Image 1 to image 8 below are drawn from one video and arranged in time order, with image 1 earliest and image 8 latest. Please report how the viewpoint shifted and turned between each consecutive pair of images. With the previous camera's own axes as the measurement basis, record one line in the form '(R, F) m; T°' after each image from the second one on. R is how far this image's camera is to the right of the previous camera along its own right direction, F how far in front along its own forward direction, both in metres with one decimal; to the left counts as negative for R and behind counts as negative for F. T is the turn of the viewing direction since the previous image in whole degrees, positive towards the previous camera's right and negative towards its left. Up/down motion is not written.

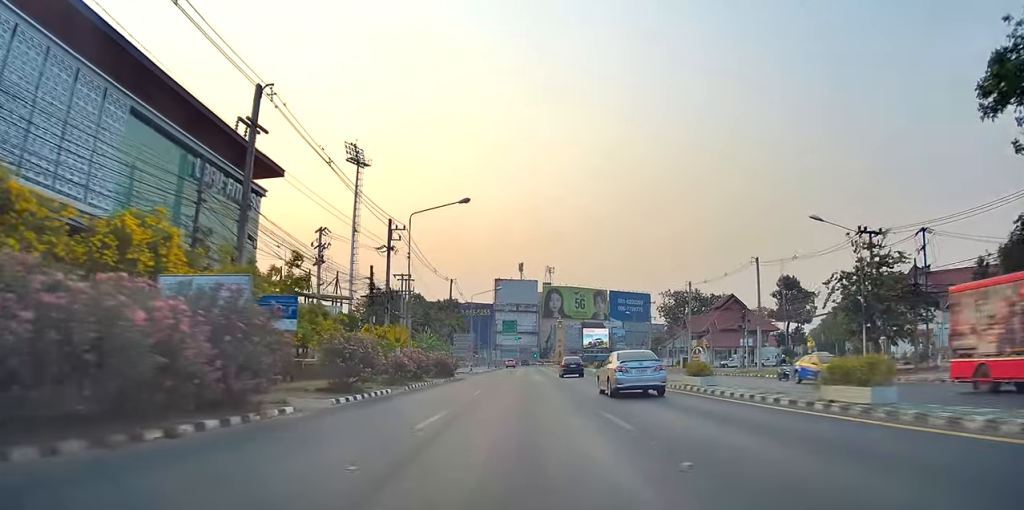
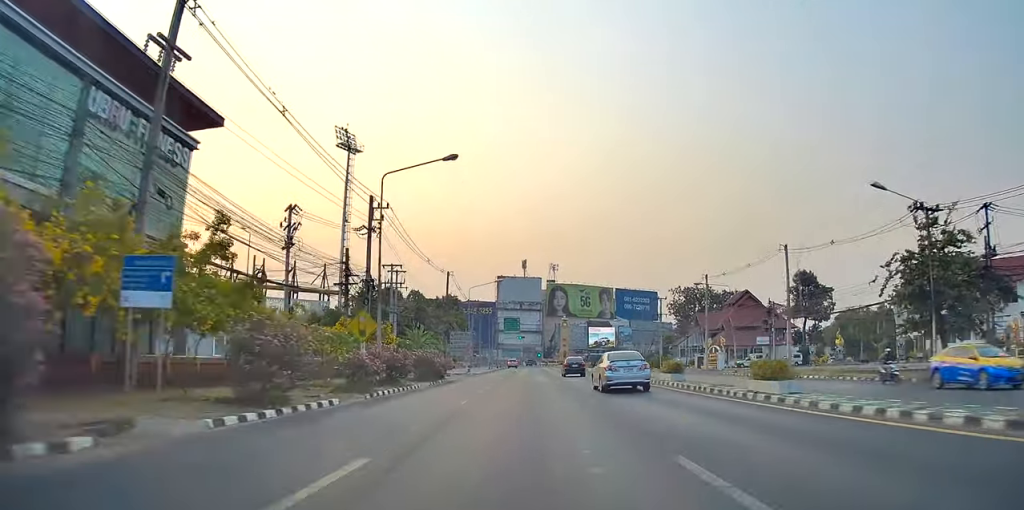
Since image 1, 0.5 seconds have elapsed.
(0.0, +7.3) m; 0°
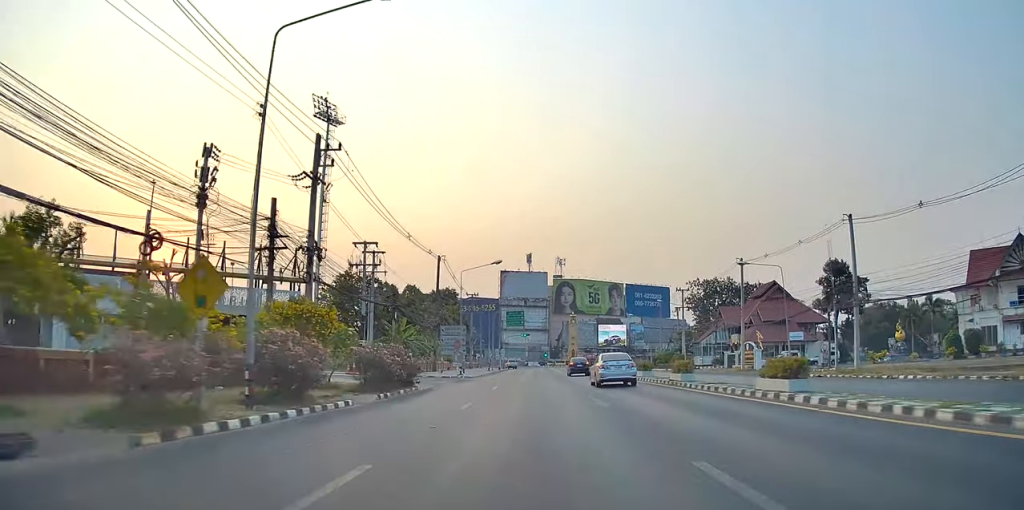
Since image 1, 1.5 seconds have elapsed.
(0.0, +12.0) m; +2°
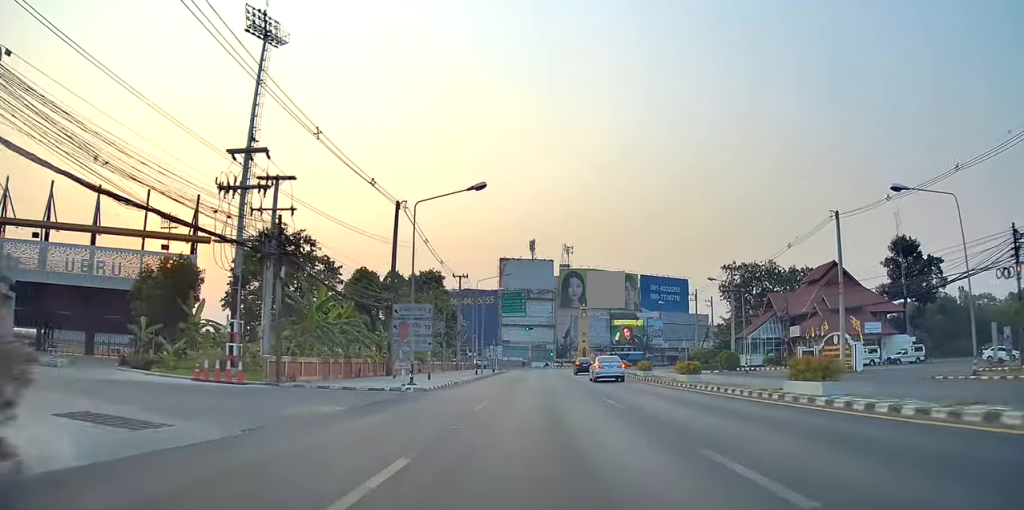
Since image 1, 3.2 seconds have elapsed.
(0.0, +22.7) m; -1°
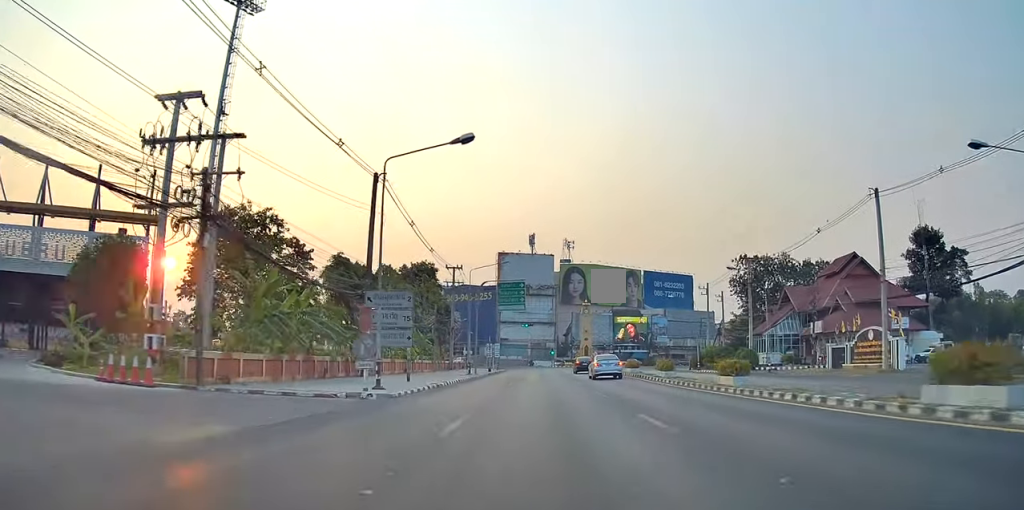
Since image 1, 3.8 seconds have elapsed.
(0.0, +6.6) m; 0°
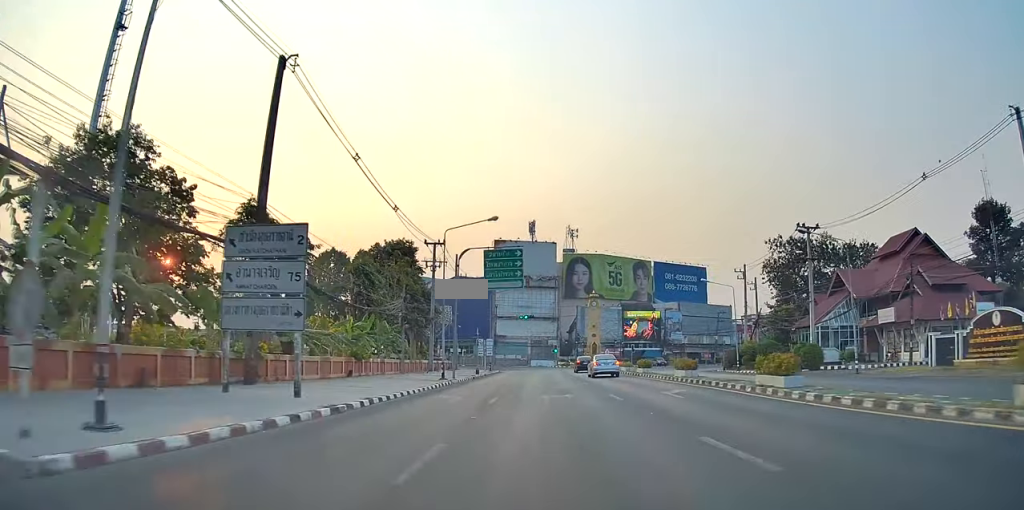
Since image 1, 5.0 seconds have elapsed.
(+0.2, +15.5) m; +1°
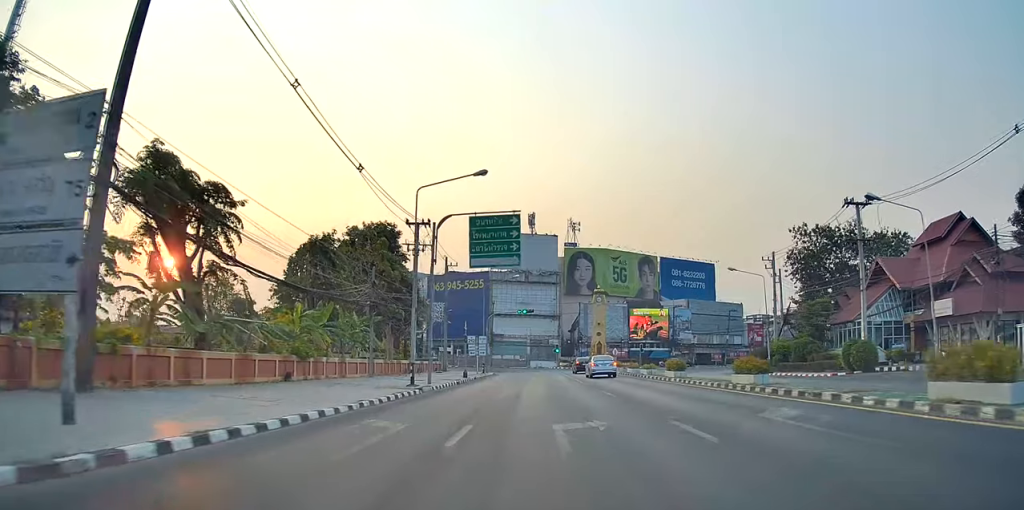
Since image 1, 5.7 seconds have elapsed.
(0.0, +8.8) m; -1°
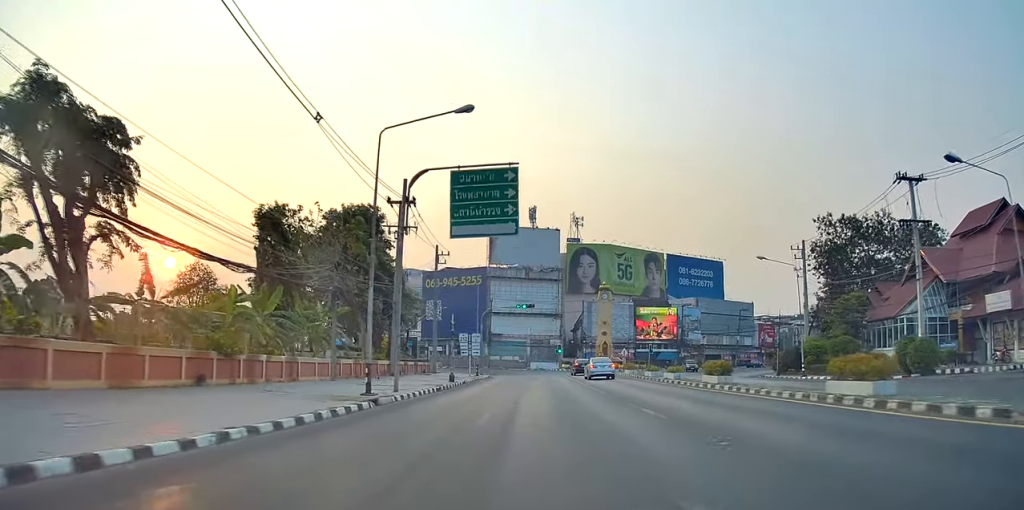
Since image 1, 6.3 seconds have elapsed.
(+0.2, +7.3) m; -2°
